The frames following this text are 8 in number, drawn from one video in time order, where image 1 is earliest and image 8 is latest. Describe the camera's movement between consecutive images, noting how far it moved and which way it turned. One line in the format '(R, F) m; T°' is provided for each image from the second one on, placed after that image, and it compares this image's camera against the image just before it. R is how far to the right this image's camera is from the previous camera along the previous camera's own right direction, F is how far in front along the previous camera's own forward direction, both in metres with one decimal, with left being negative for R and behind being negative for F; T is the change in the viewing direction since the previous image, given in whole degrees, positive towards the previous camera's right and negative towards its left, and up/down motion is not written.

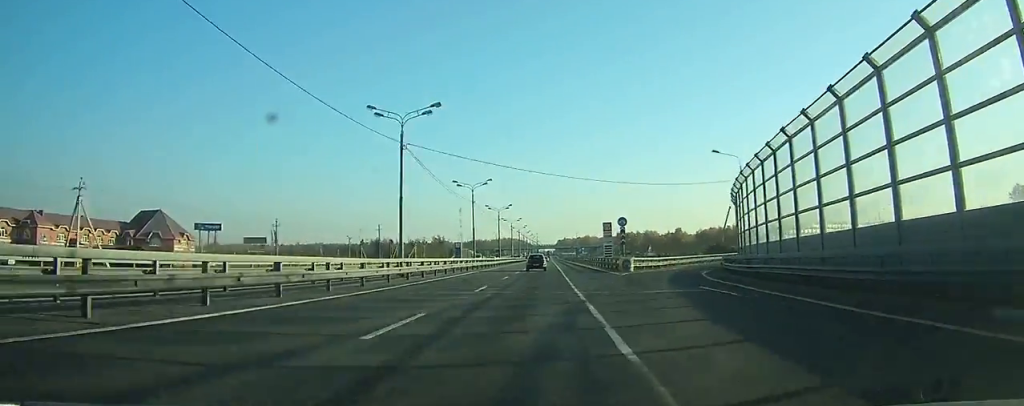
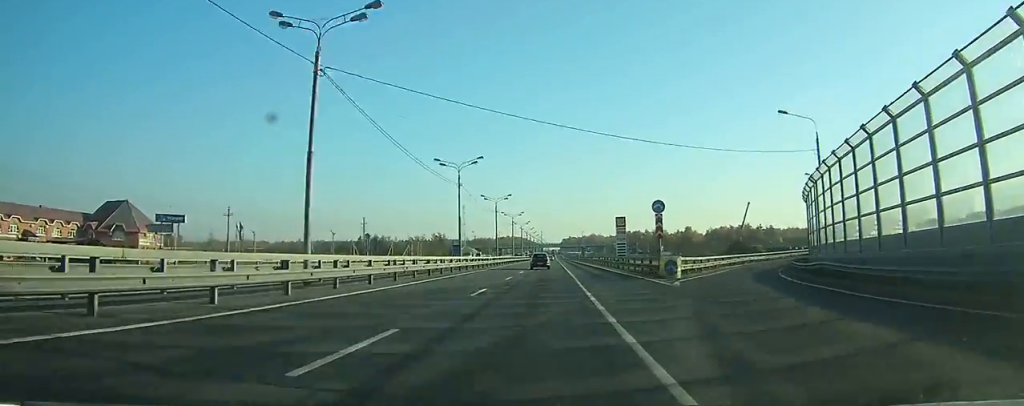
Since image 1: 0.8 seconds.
(0.0, +16.2) m; 0°
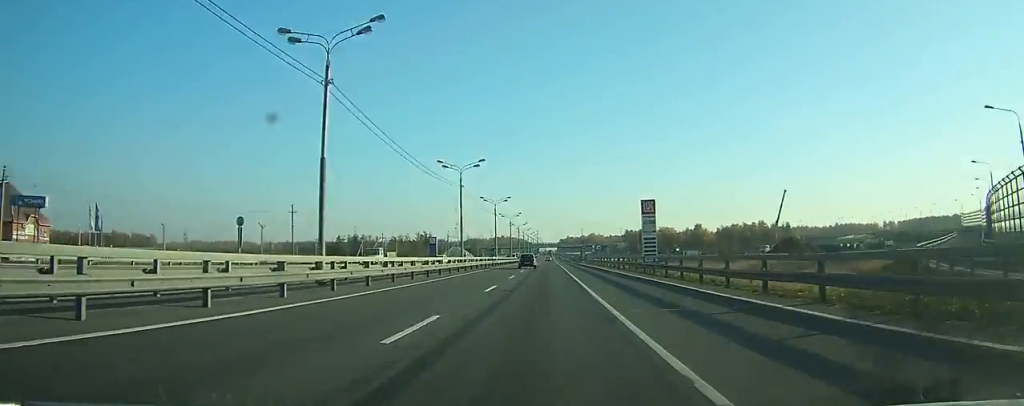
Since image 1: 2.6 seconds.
(-0.1, +36.6) m; 0°
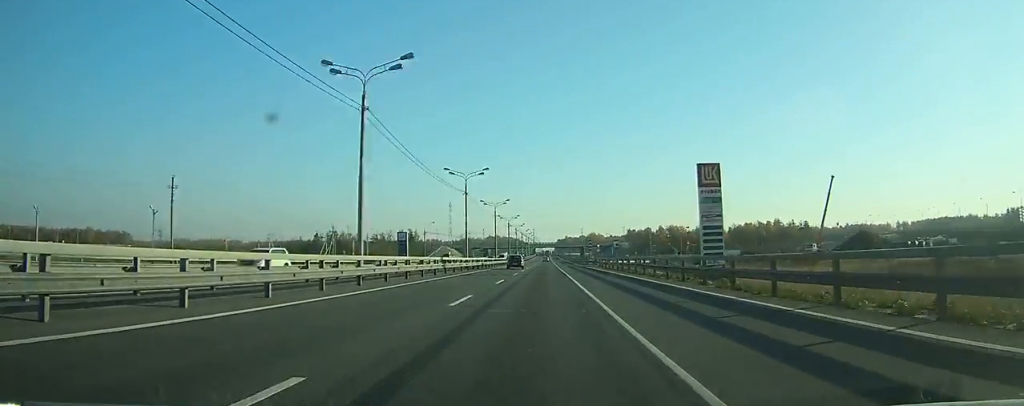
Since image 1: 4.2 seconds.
(0.0, +32.7) m; 0°
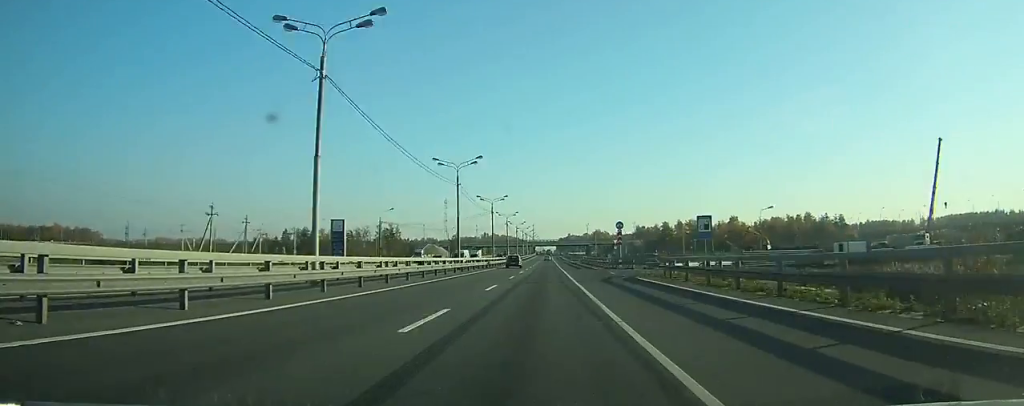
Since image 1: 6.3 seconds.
(0.0, +43.9) m; 0°
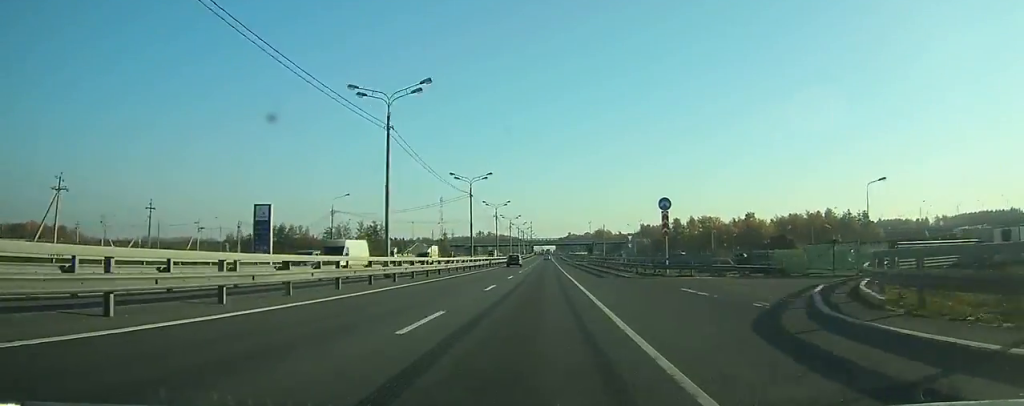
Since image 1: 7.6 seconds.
(0.0, +26.2) m; 0°
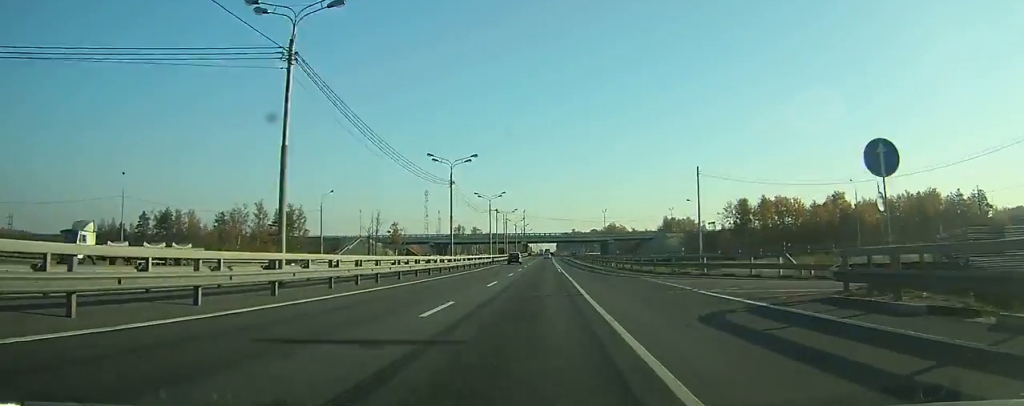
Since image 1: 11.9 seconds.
(-0.2, +88.2) m; 0°
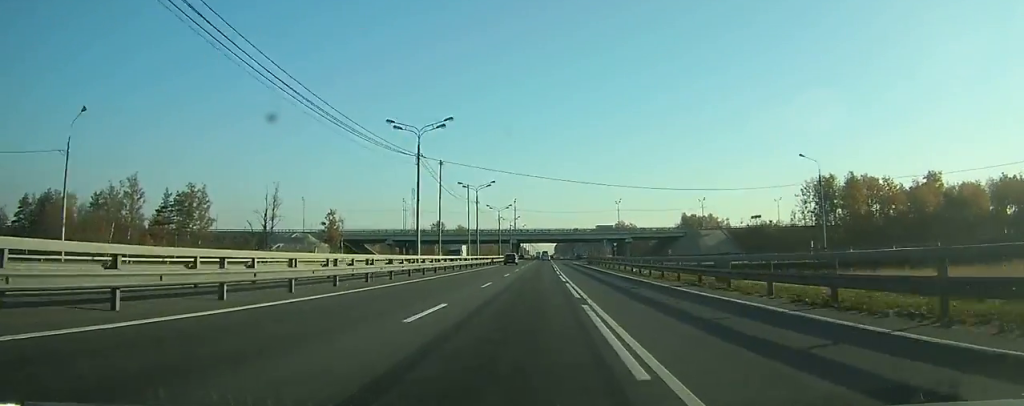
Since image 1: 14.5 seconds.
(0.0, +53.3) m; +1°
